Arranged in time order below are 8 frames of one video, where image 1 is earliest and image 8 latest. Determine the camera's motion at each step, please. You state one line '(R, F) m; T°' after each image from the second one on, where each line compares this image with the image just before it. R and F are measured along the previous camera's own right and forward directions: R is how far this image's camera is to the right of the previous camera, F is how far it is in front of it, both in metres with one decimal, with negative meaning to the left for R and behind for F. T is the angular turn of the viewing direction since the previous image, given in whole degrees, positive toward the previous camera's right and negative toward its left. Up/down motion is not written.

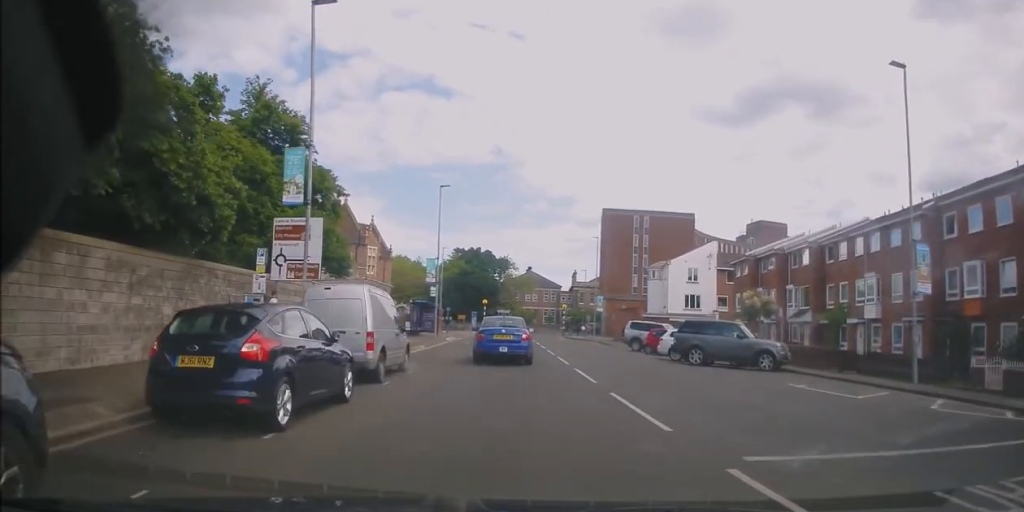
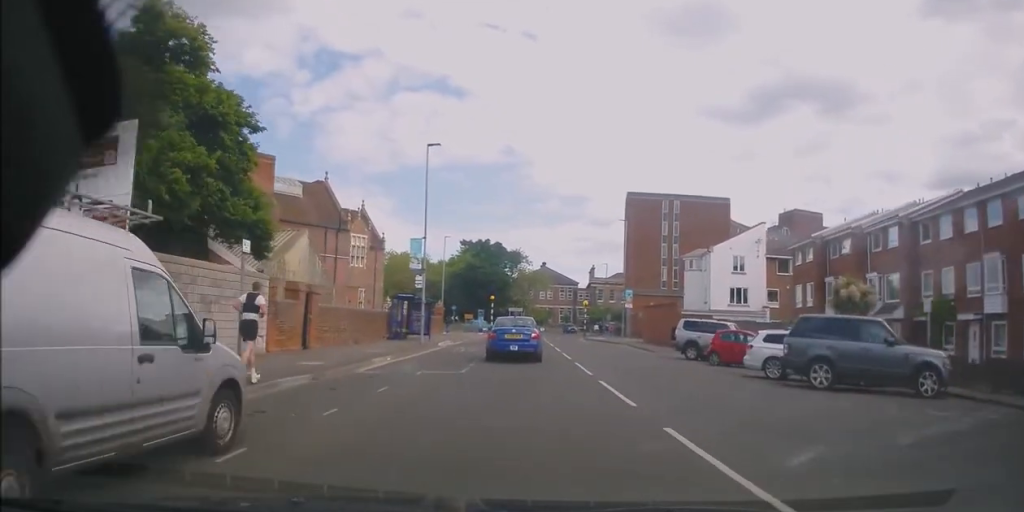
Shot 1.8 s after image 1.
(0.0, +10.0) m; +1°
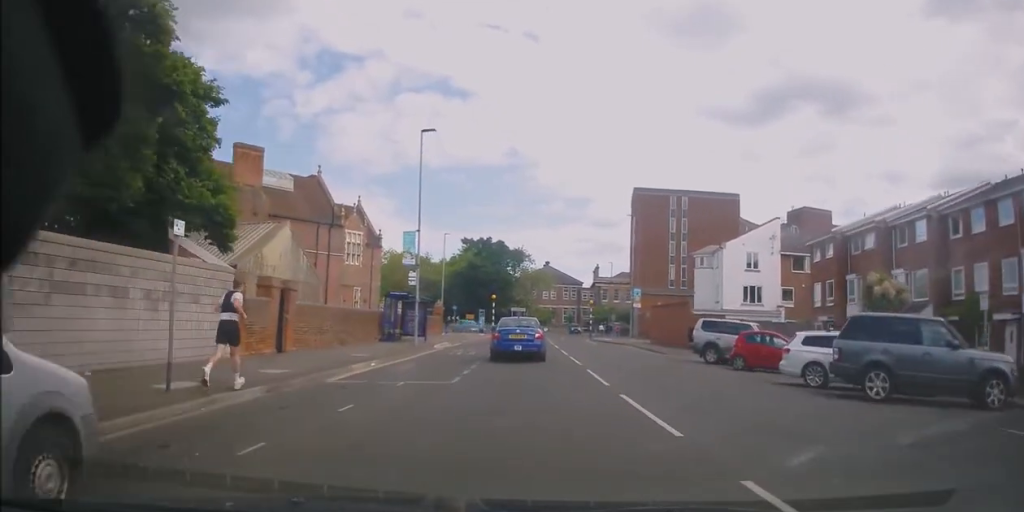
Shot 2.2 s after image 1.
(0.0, +2.6) m; 0°
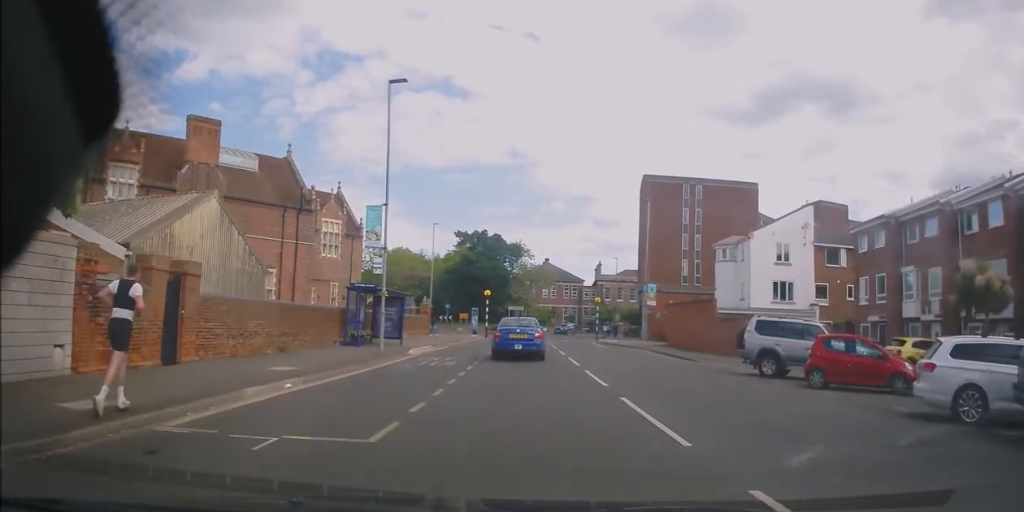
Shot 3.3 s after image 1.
(0.0, +6.5) m; -2°
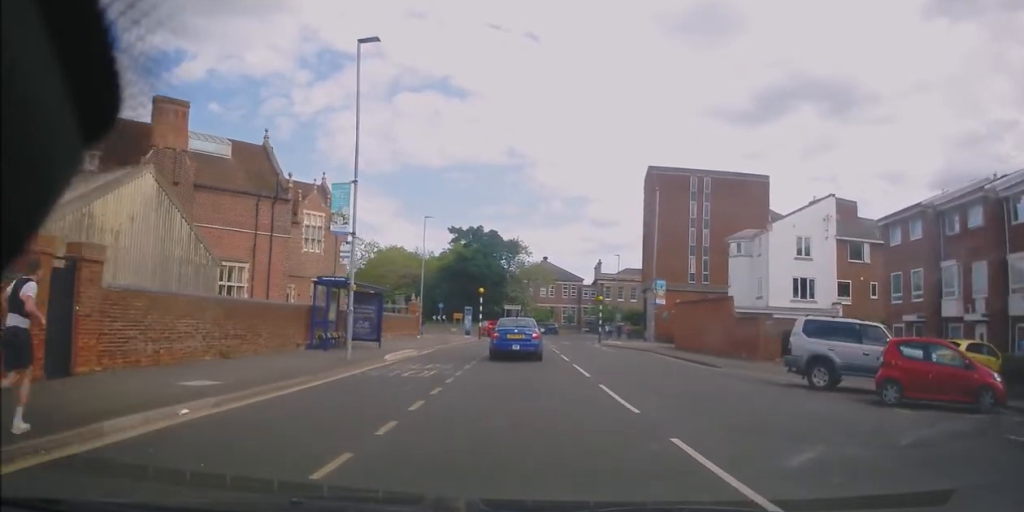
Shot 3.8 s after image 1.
(0.0, +3.8) m; 0°
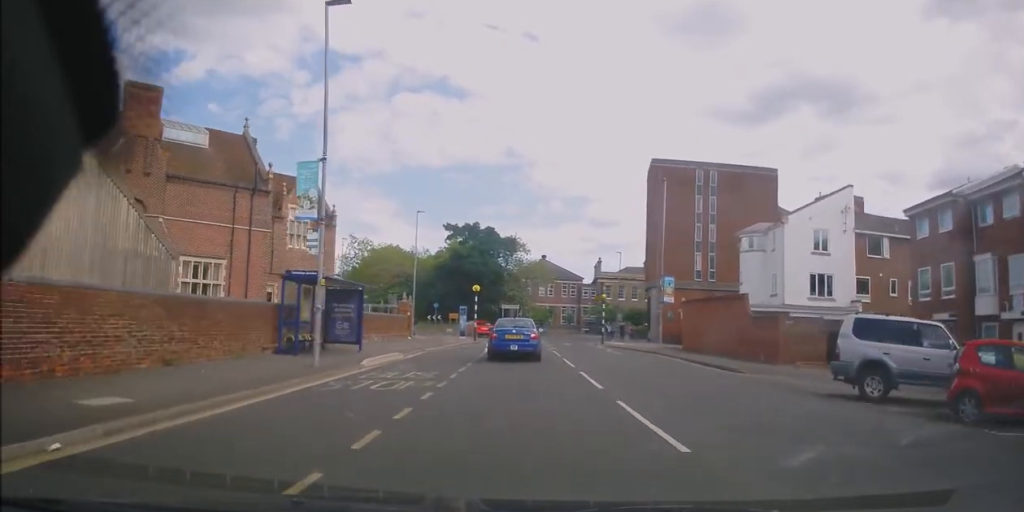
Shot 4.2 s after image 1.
(-0.1, +2.7) m; 0°
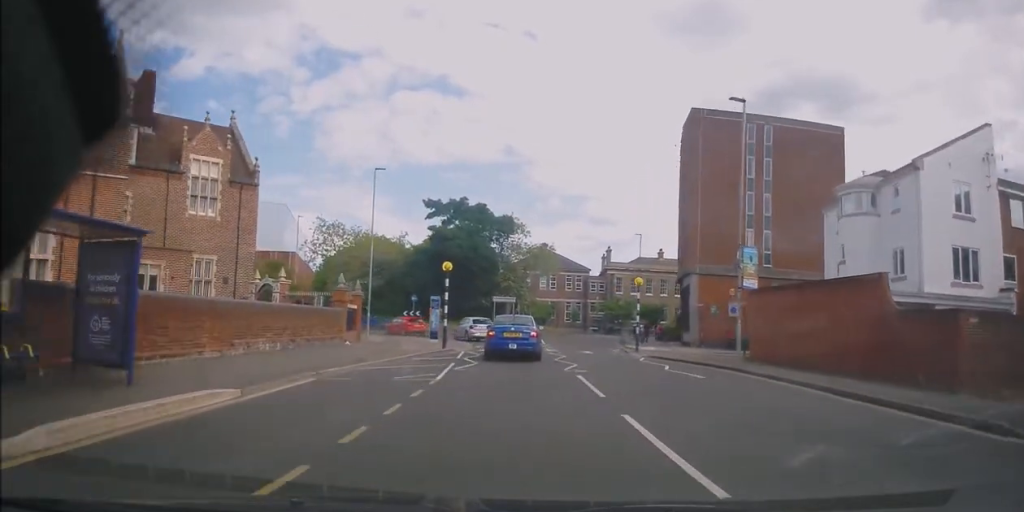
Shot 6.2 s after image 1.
(+0.1, +13.6) m; 0°
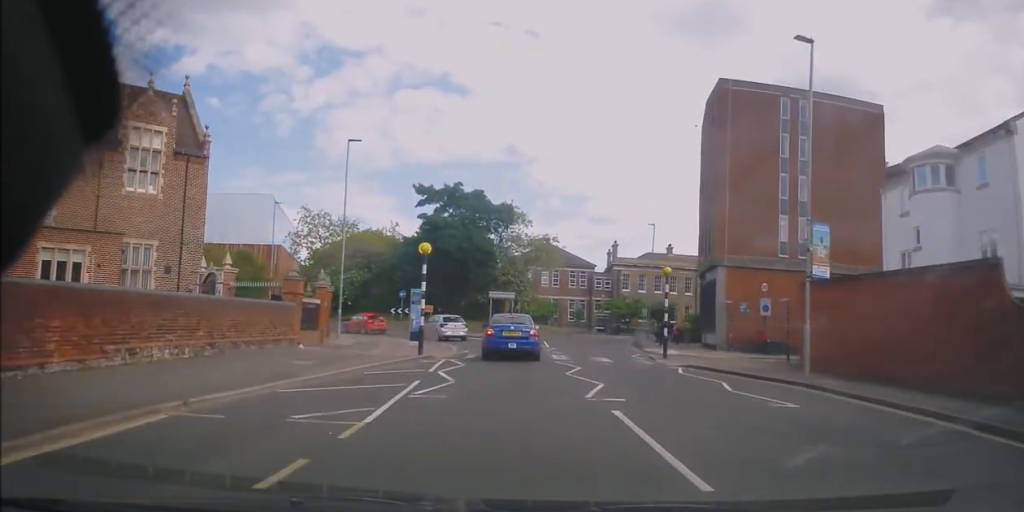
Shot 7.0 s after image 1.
(+0.1, +6.2) m; 0°
